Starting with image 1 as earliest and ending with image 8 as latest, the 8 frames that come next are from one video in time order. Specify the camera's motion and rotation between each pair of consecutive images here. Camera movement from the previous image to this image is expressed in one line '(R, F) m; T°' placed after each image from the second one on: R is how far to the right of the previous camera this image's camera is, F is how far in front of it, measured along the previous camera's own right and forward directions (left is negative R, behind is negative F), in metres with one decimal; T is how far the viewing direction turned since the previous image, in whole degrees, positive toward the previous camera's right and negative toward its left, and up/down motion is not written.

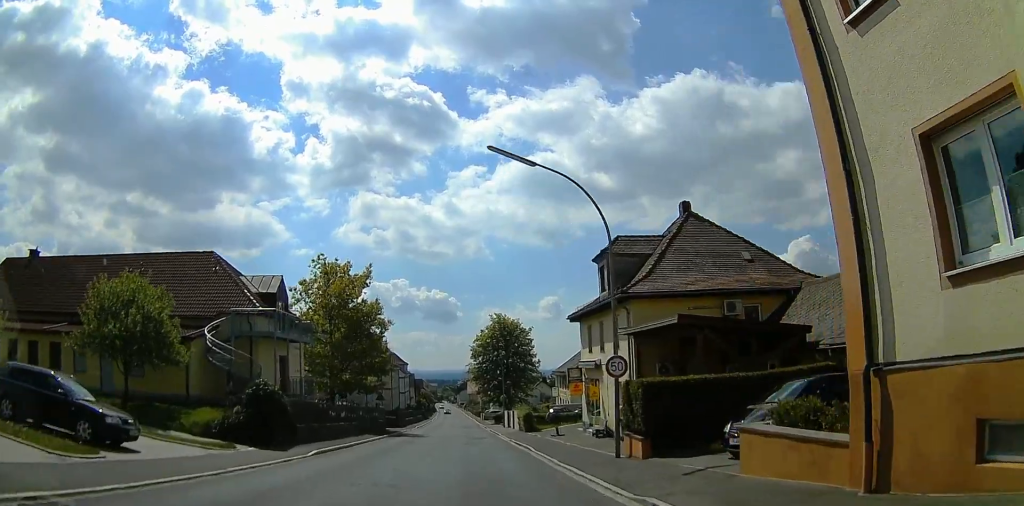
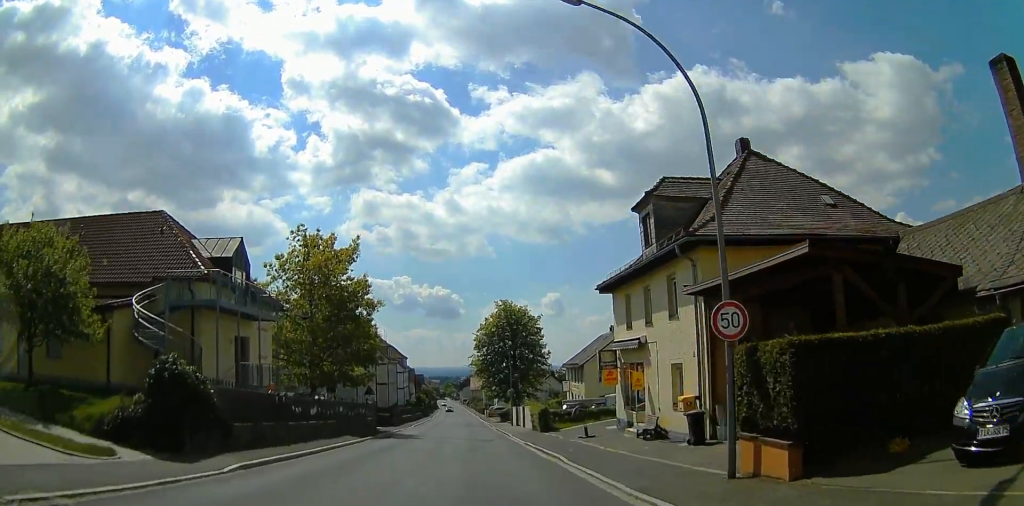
(+0.3, +7.0) m; 0°
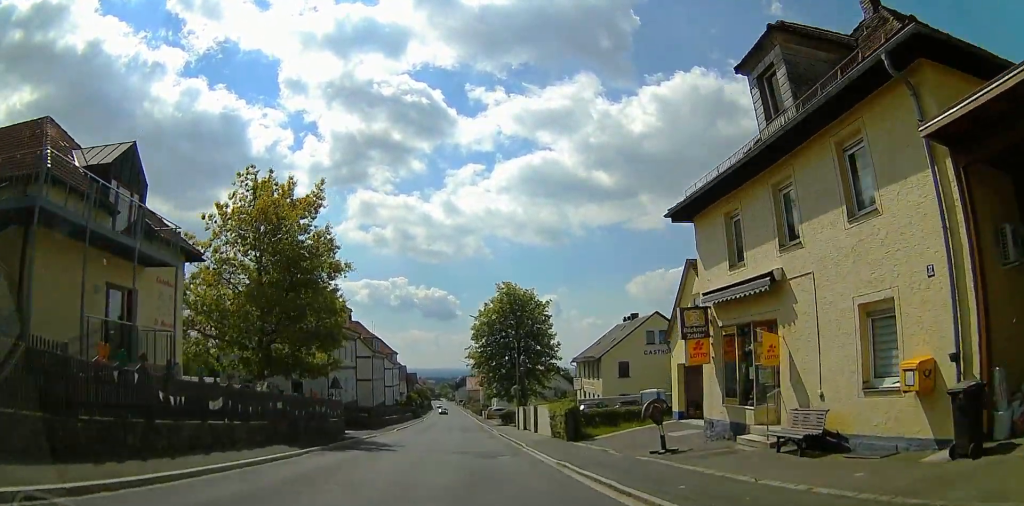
(-0.4, +10.2) m; 0°
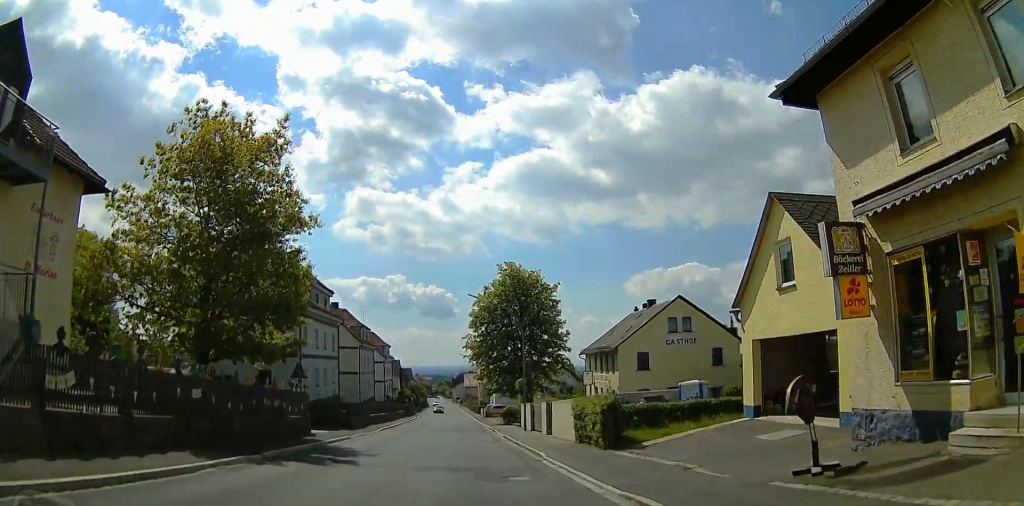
(+0.2, +7.3) m; +1°
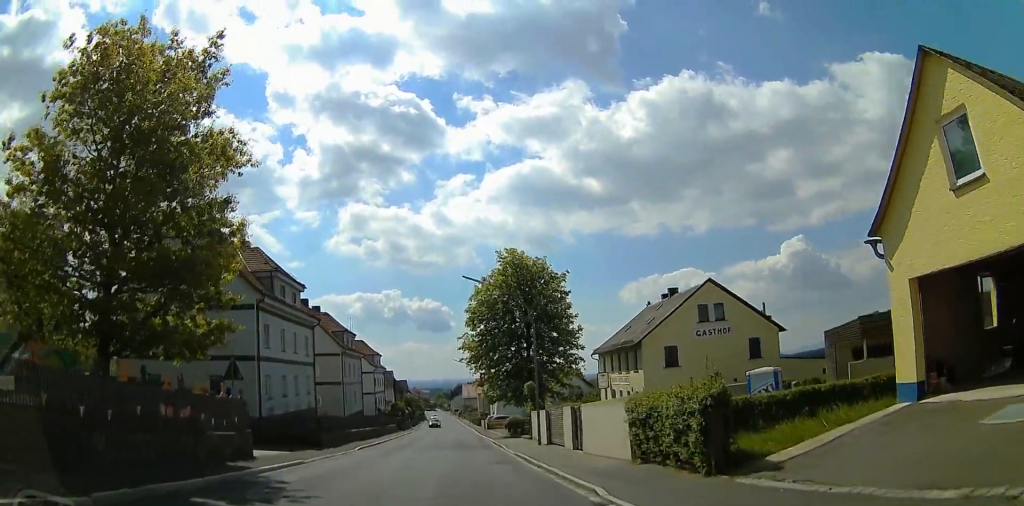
(+0.2, +8.1) m; +2°
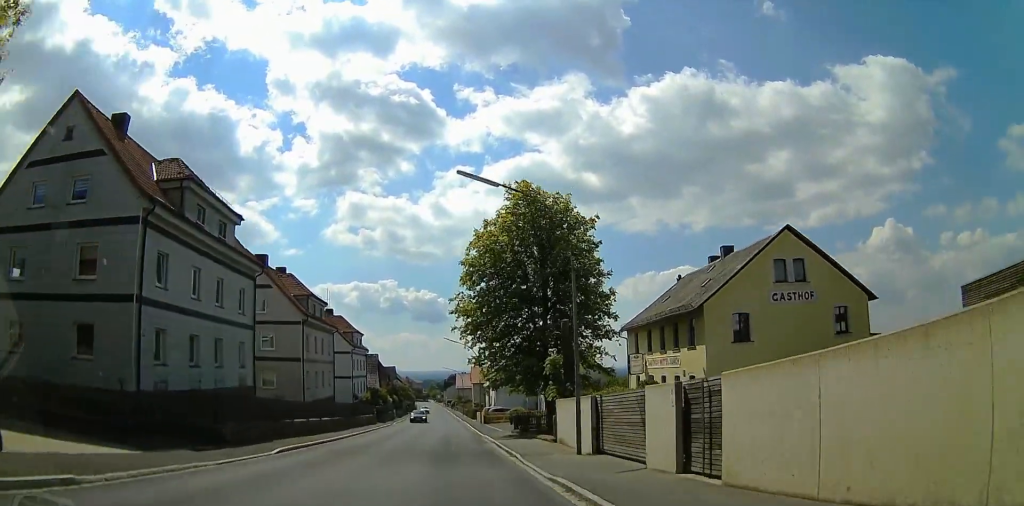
(+0.1, +12.5) m; +2°
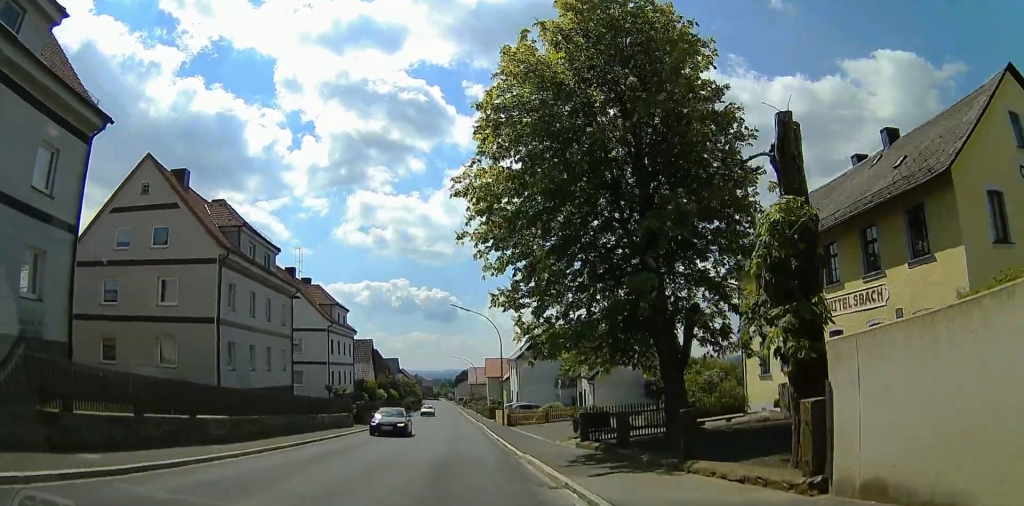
(0.0, +17.7) m; -4°
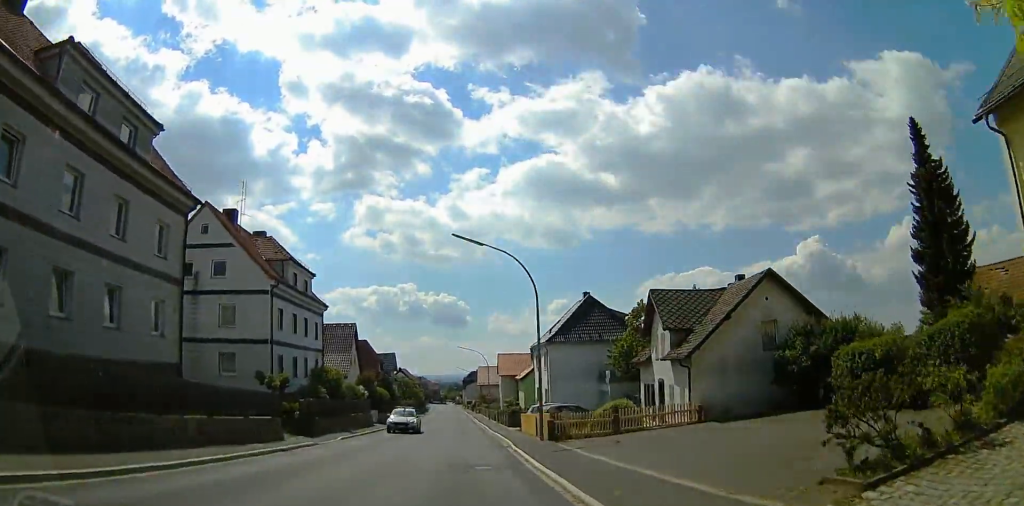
(-0.9, +17.7) m; -4°
